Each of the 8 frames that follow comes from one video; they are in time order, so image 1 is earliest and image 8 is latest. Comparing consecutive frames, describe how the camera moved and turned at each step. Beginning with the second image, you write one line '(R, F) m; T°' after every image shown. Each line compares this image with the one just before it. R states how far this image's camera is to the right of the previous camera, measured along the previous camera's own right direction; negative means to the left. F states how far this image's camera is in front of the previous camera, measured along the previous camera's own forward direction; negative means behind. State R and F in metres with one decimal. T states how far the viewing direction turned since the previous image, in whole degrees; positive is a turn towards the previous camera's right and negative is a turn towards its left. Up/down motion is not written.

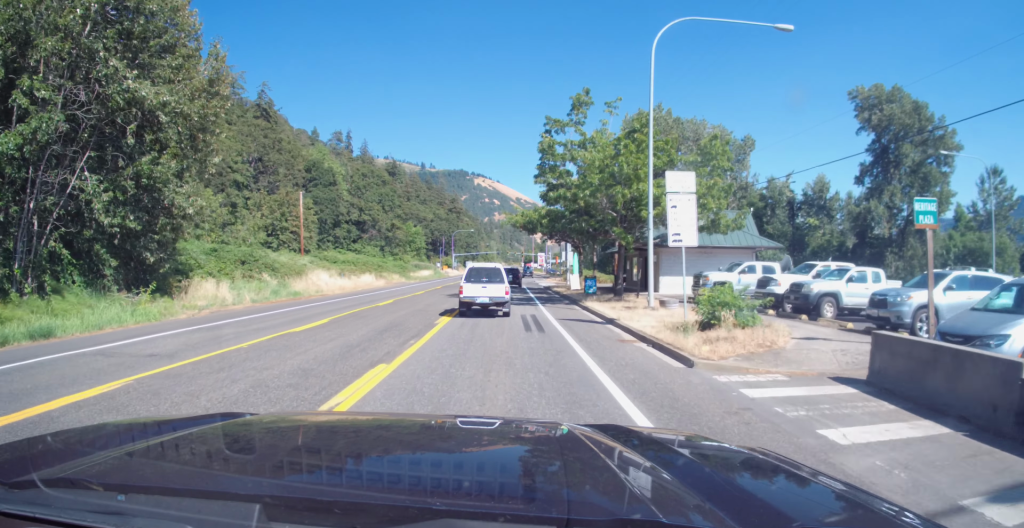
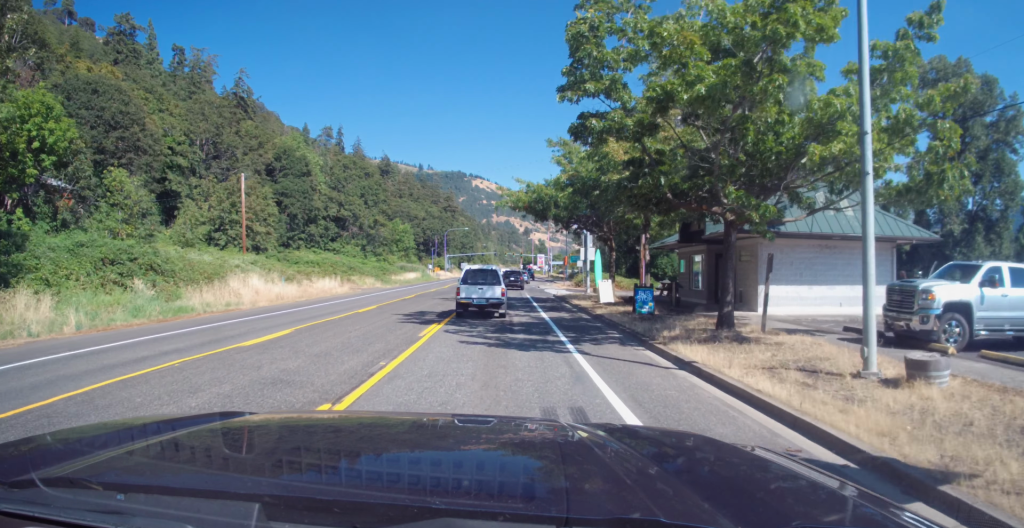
(-0.4, +15.4) m; -1°
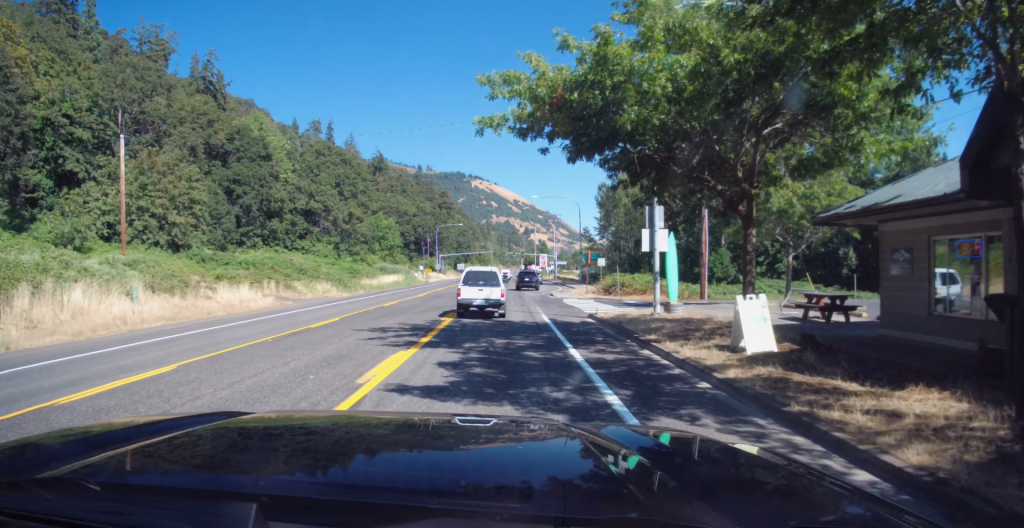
(+0.6, +18.9) m; +3°
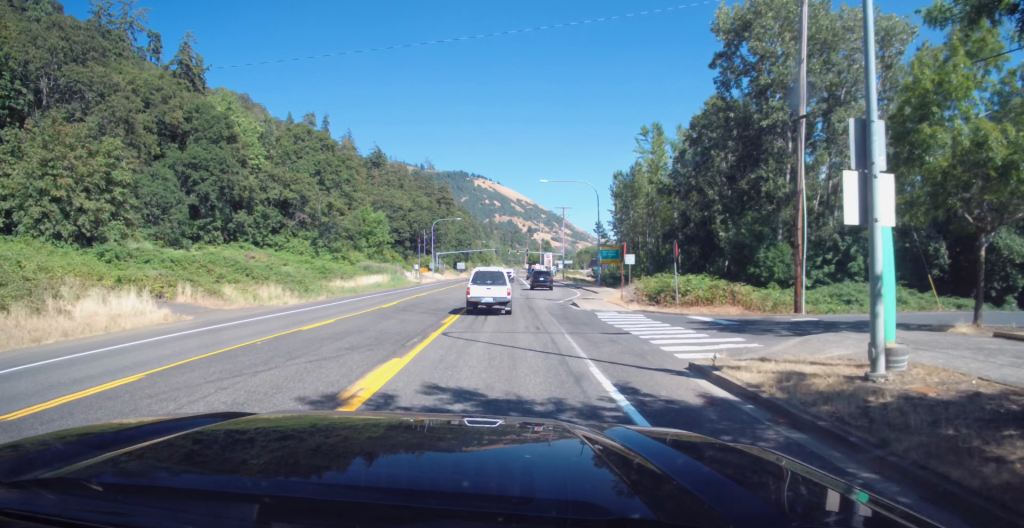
(0.0, +13.4) m; 0°
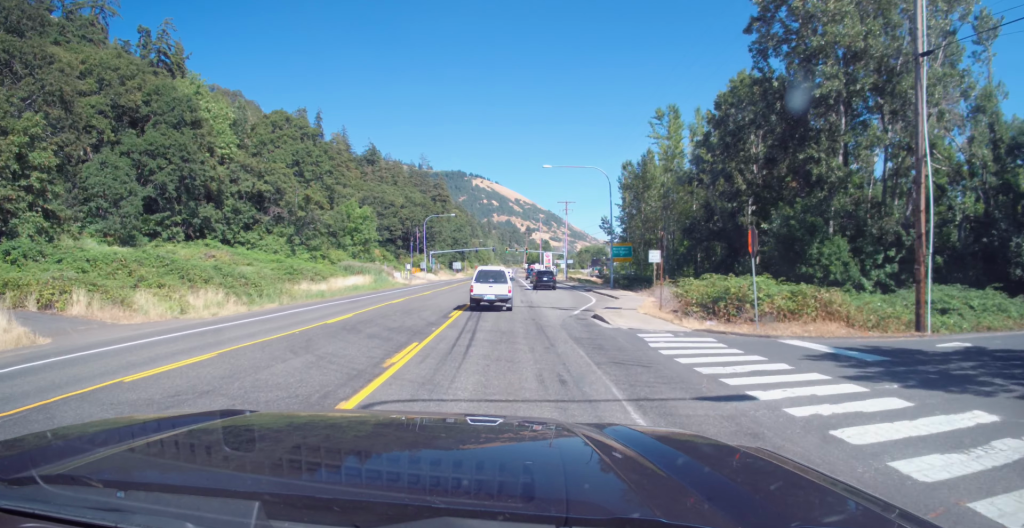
(0.0, +8.9) m; 0°
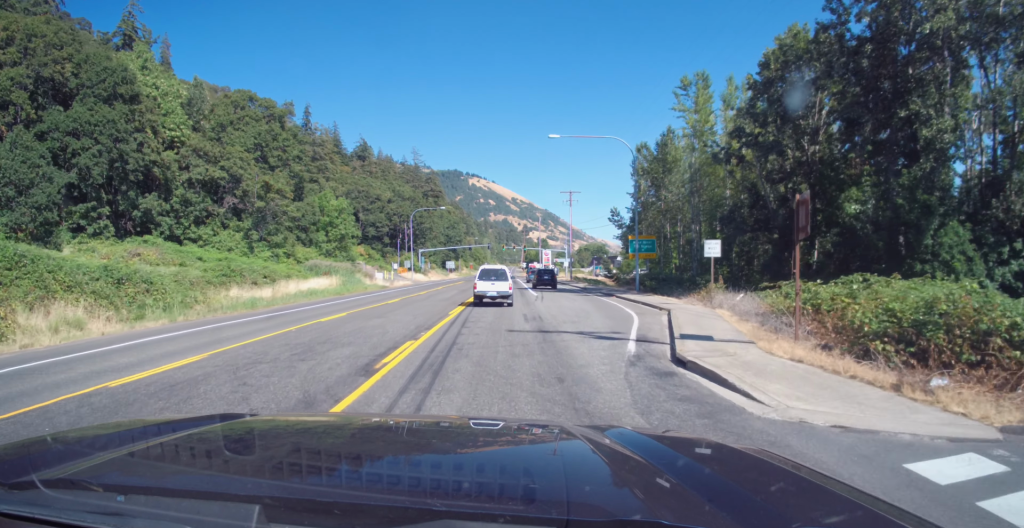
(-0.1, +12.5) m; -1°
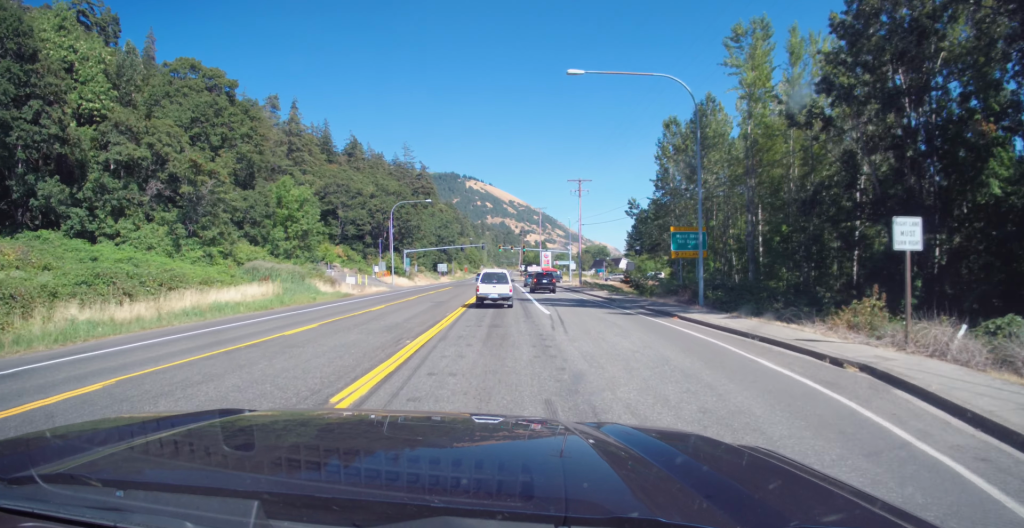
(-0.2, +15.0) m; -1°
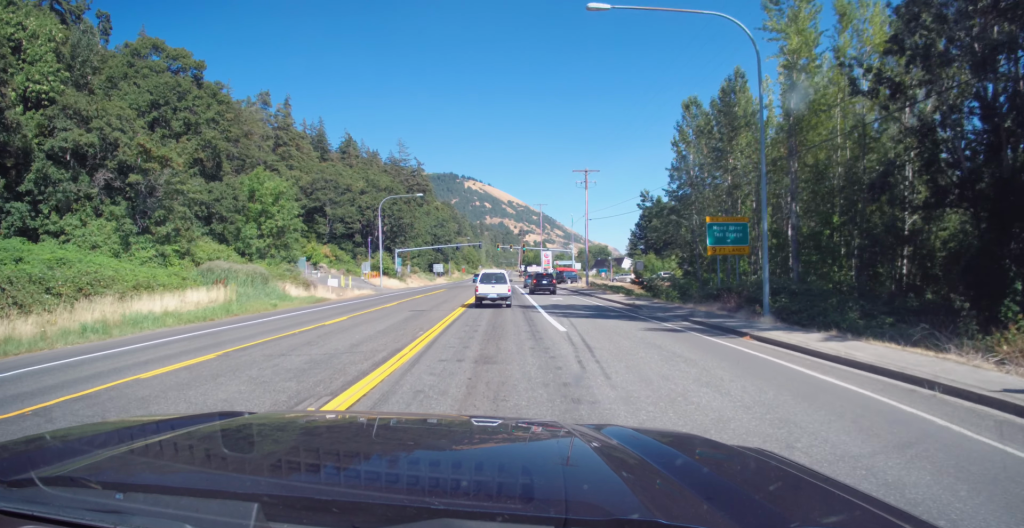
(0.0, +7.9) m; +1°
